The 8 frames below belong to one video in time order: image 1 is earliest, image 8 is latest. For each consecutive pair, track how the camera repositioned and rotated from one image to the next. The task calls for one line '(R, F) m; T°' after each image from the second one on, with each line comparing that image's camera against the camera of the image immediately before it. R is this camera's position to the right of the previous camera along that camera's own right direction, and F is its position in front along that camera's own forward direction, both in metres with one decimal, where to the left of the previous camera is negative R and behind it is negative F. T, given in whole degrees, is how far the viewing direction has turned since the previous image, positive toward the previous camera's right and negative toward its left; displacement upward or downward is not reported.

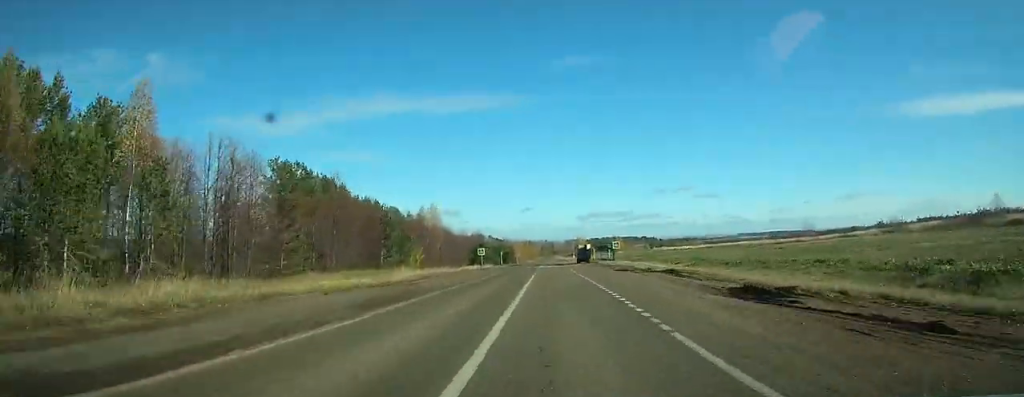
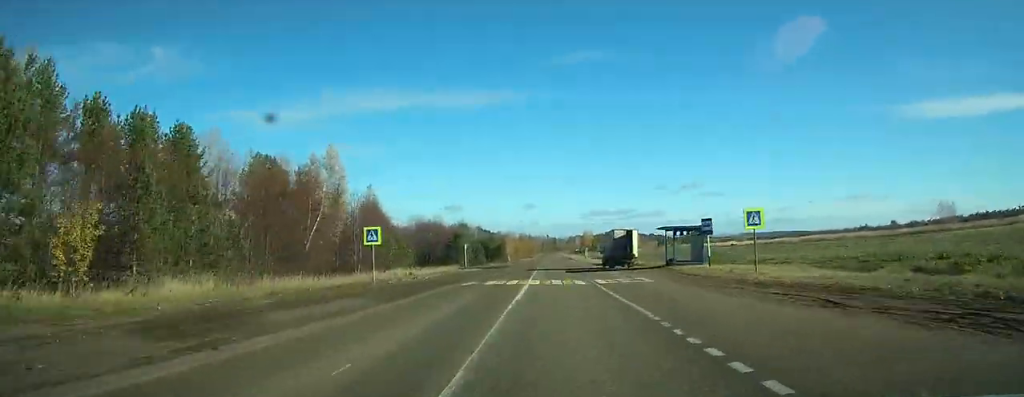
(+0.2, +46.9) m; 0°
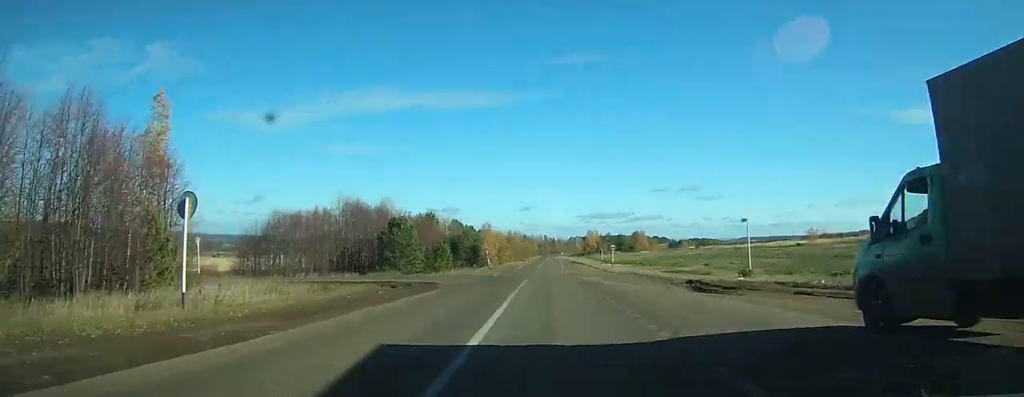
(0.0, +42.8) m; 0°
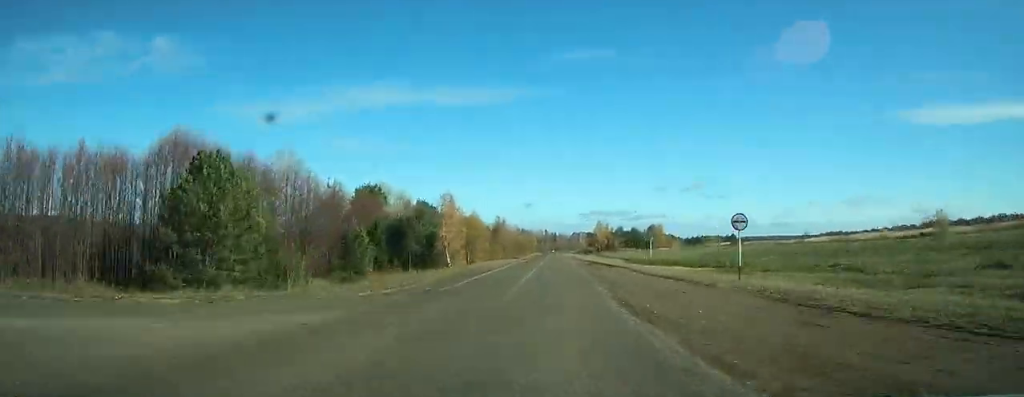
(-0.1, +39.7) m; 0°
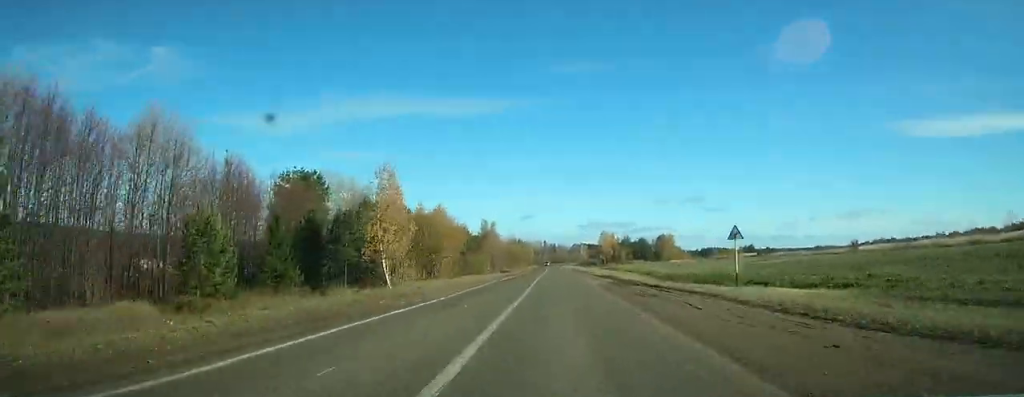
(-0.1, +22.0) m; 0°
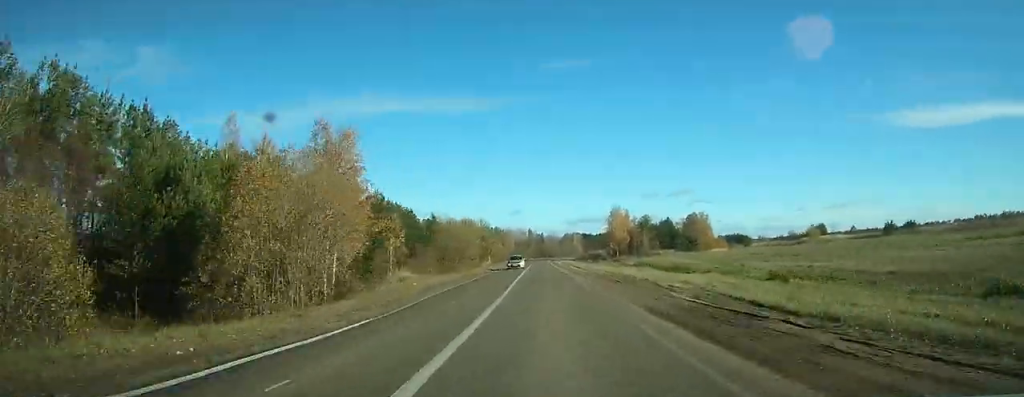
(+0.3, +67.1) m; 0°
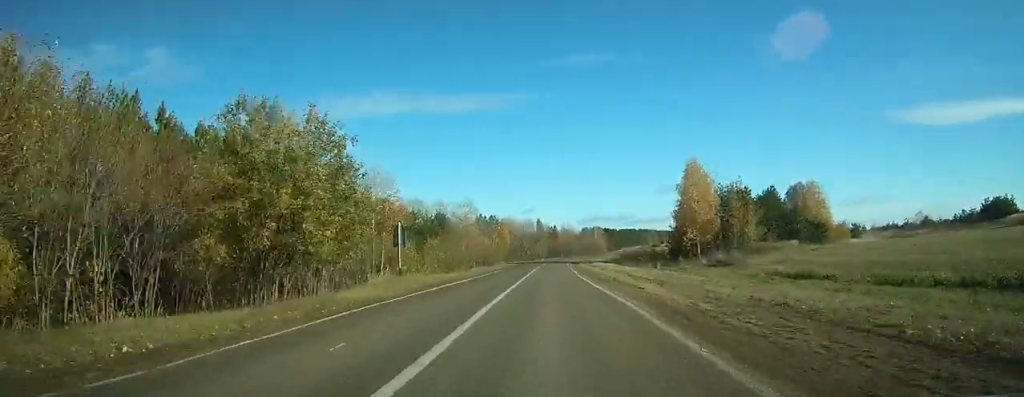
(-0.1, +66.3) m; 0°
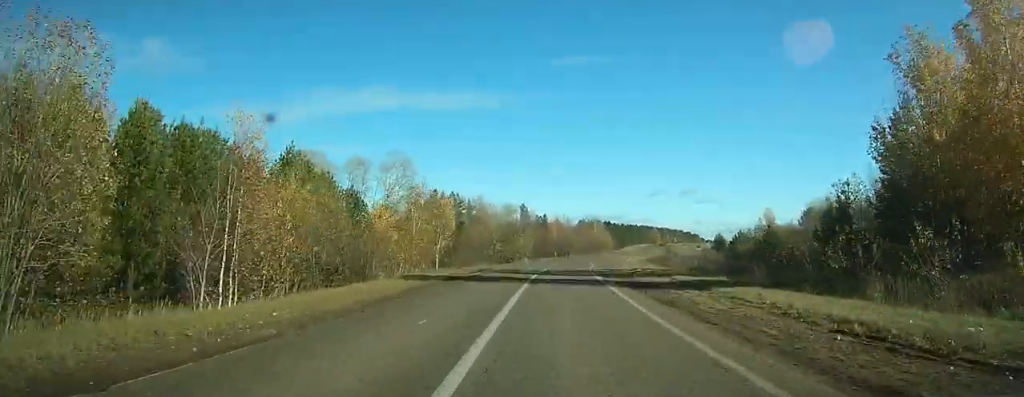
(-0.2, +57.7) m; 0°
